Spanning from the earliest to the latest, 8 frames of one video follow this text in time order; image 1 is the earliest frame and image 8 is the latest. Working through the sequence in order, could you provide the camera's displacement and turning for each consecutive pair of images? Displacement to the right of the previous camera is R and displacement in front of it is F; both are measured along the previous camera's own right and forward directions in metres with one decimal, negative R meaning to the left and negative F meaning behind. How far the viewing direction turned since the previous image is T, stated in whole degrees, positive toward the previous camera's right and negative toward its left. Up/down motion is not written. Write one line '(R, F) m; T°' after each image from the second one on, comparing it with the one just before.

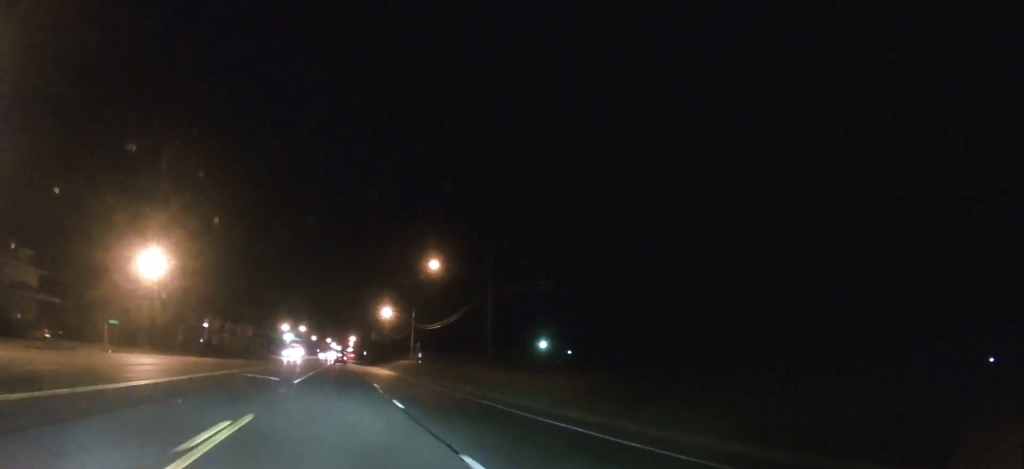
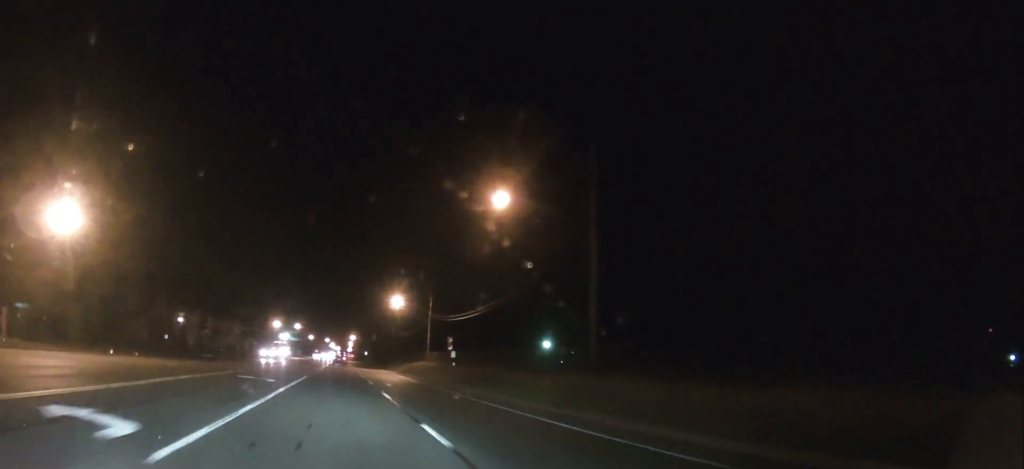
(+0.6, +20.5) m; 0°
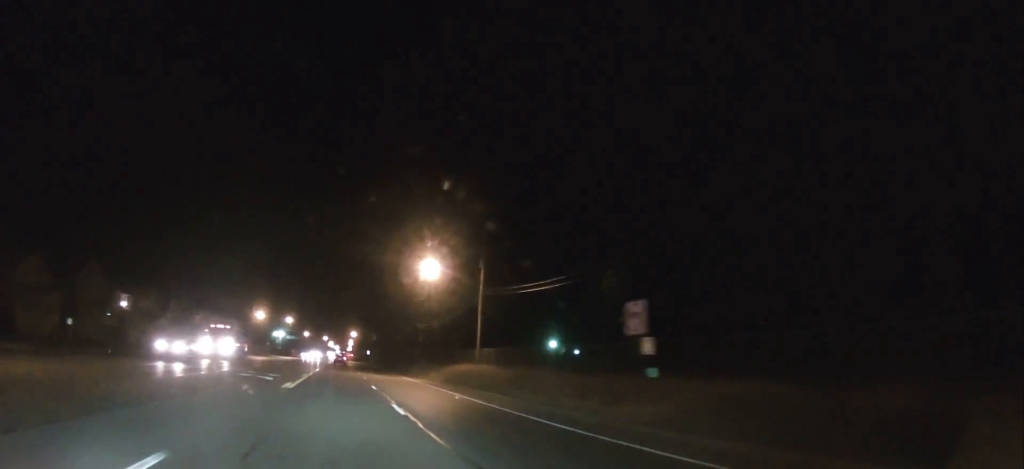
(-0.7, +30.3) m; -1°
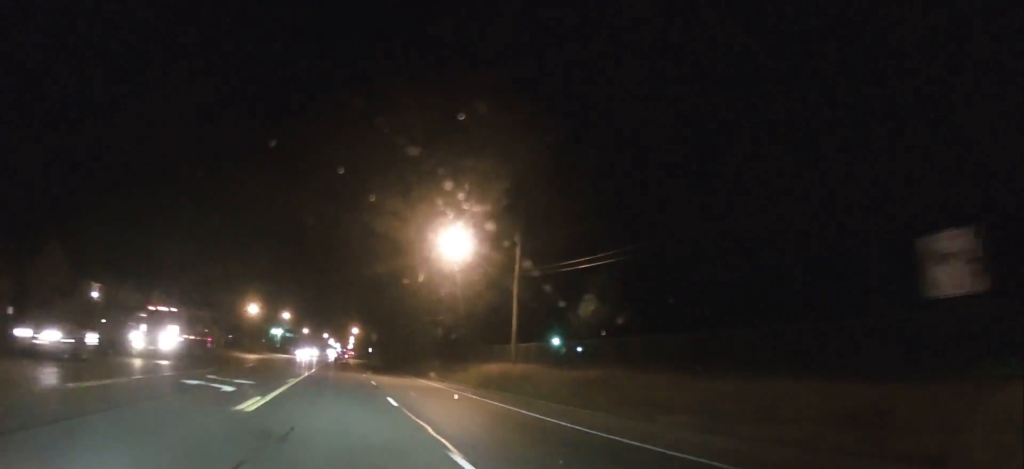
(+0.2, +10.5) m; 0°
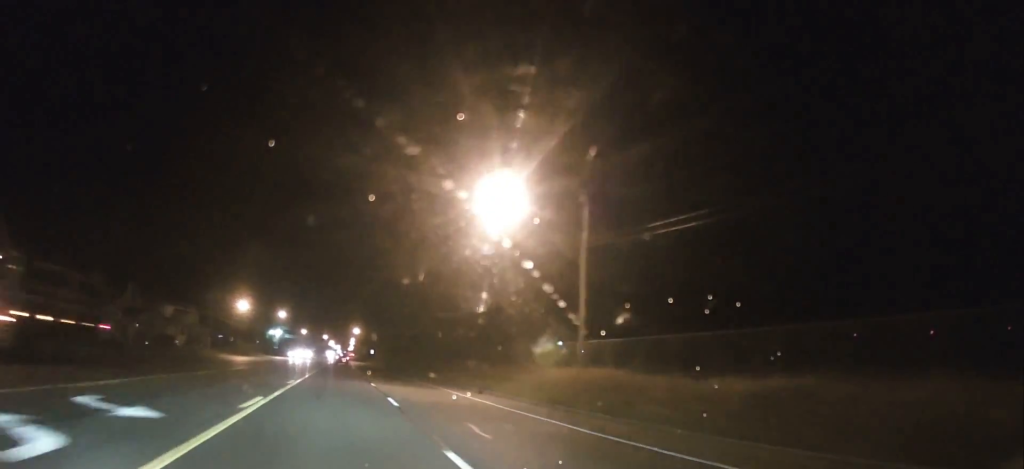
(-0.2, +11.8) m; 0°
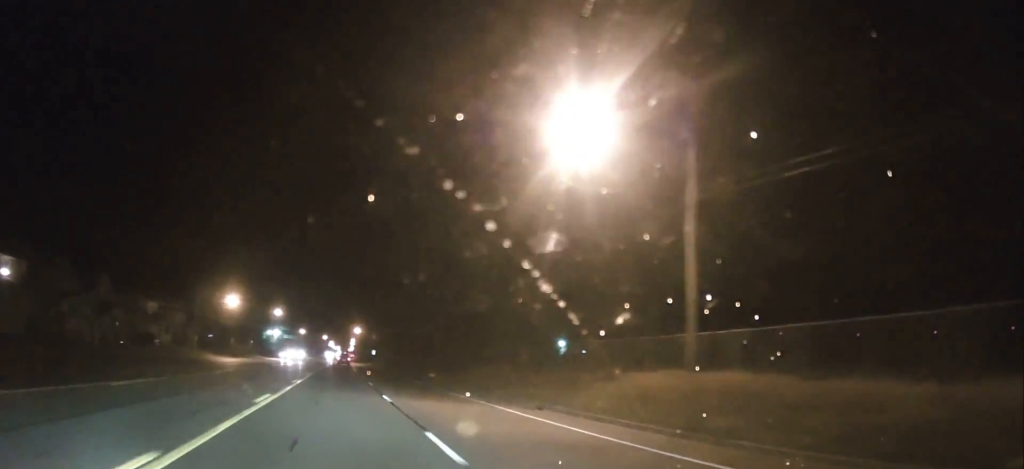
(-0.2, +9.9) m; 0°
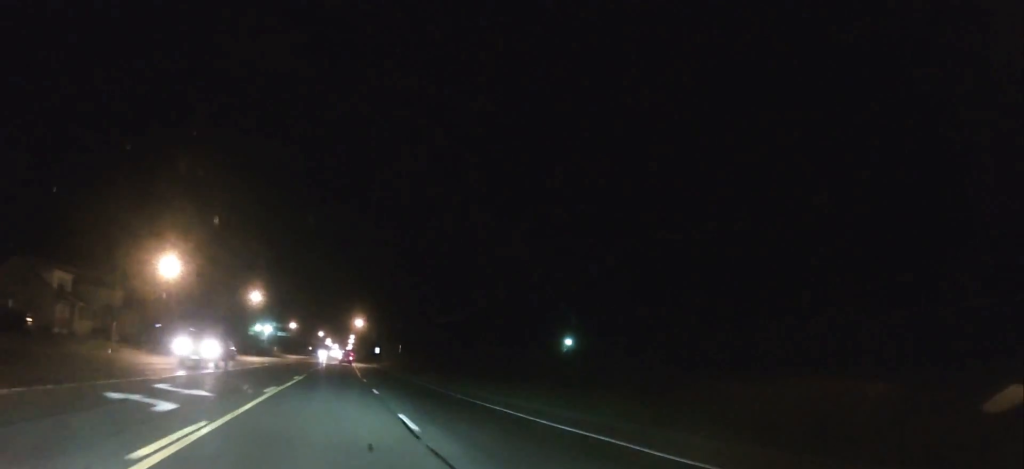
(+0.7, +32.8) m; +1°
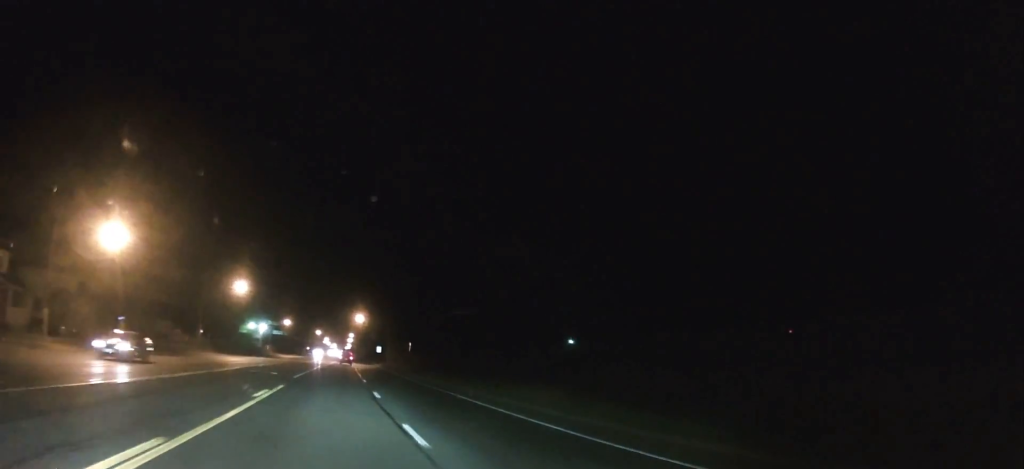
(0.0, +14.5) m; -1°
